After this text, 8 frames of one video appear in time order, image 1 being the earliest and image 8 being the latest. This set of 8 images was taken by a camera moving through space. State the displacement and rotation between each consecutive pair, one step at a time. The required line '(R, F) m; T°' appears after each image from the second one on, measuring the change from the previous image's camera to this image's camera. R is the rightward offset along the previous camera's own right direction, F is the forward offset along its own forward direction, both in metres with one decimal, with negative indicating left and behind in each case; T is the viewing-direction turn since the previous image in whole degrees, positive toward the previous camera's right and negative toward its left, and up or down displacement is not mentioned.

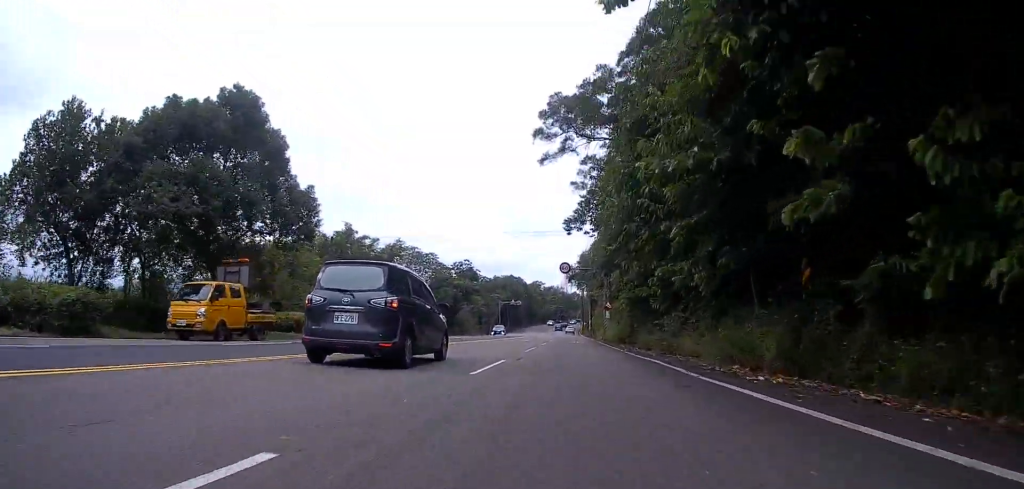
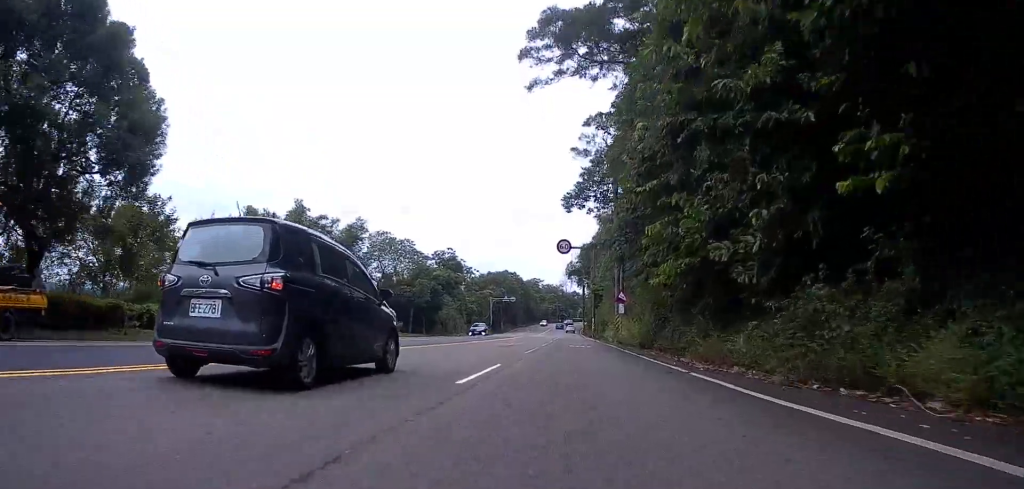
(-0.2, +11.3) m; -1°
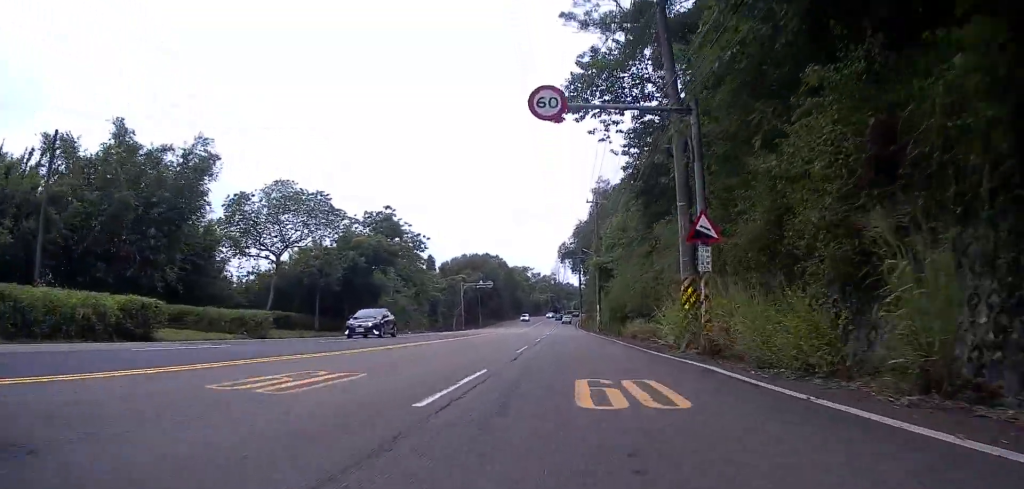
(0.0, +21.9) m; 0°
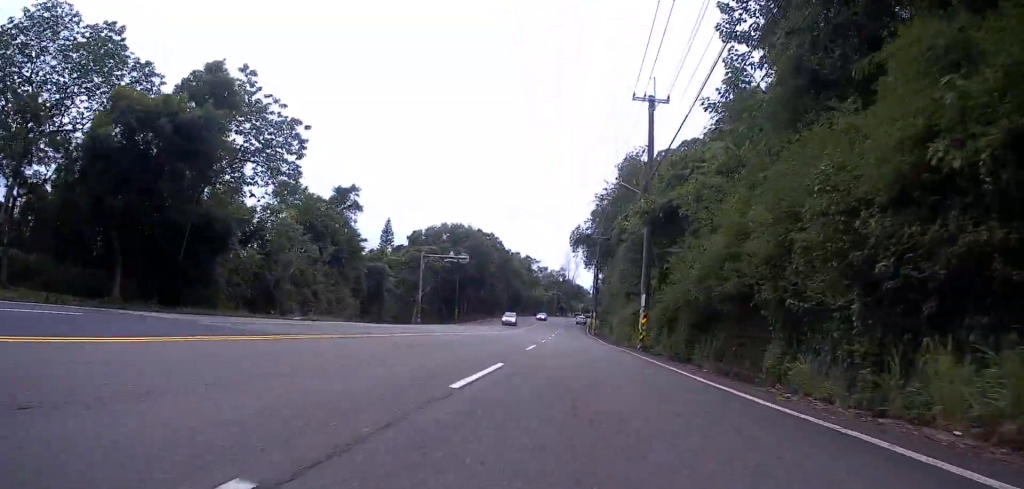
(0.0, +26.0) m; +1°
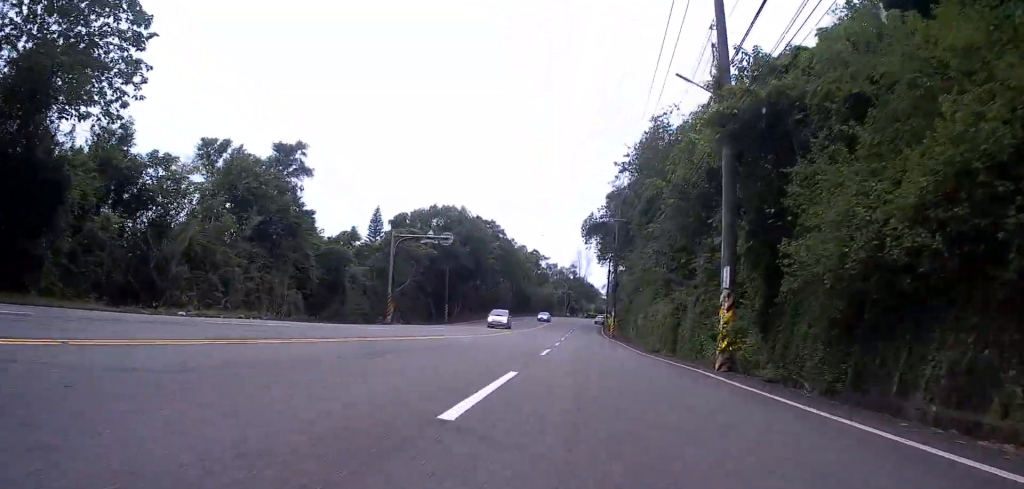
(-0.1, +12.0) m; +1°
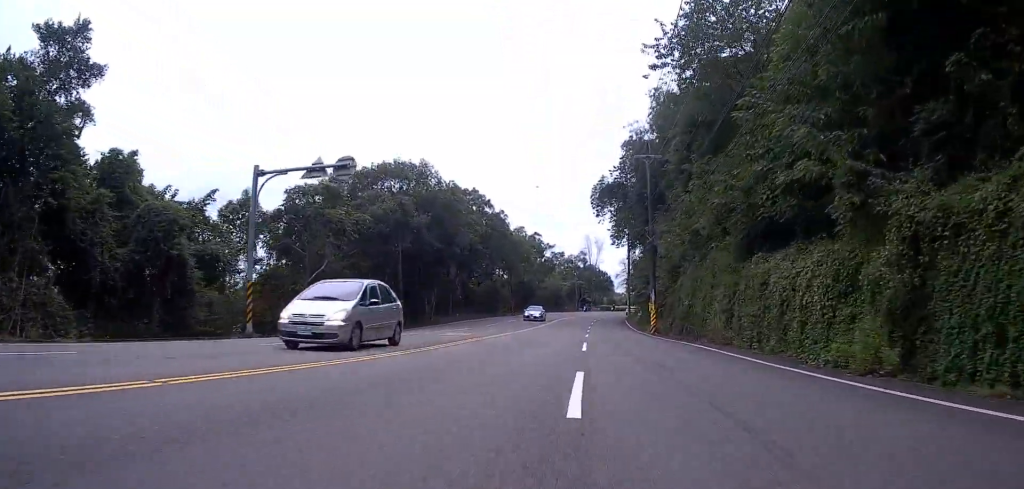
(+0.7, +20.1) m; +1°
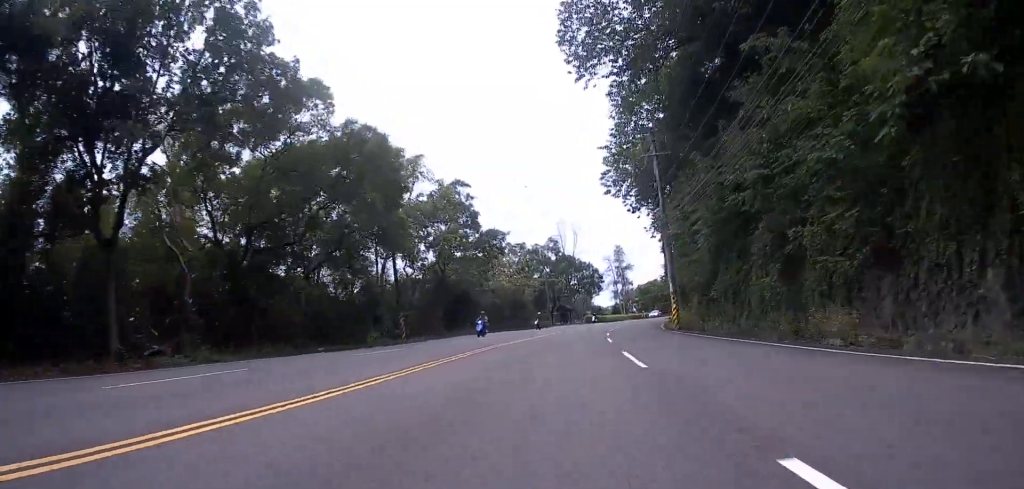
(-0.3, +49.3) m; +1°
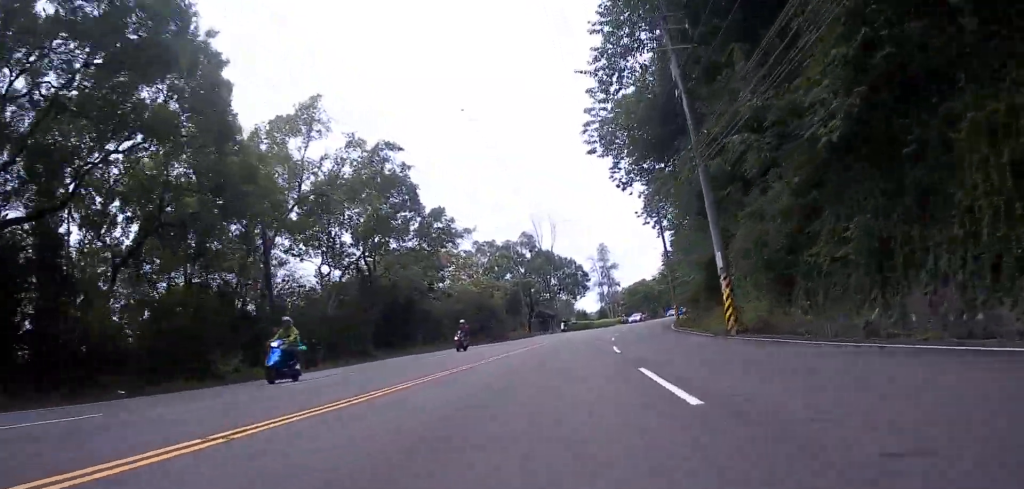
(+0.3, +15.6) m; +3°
